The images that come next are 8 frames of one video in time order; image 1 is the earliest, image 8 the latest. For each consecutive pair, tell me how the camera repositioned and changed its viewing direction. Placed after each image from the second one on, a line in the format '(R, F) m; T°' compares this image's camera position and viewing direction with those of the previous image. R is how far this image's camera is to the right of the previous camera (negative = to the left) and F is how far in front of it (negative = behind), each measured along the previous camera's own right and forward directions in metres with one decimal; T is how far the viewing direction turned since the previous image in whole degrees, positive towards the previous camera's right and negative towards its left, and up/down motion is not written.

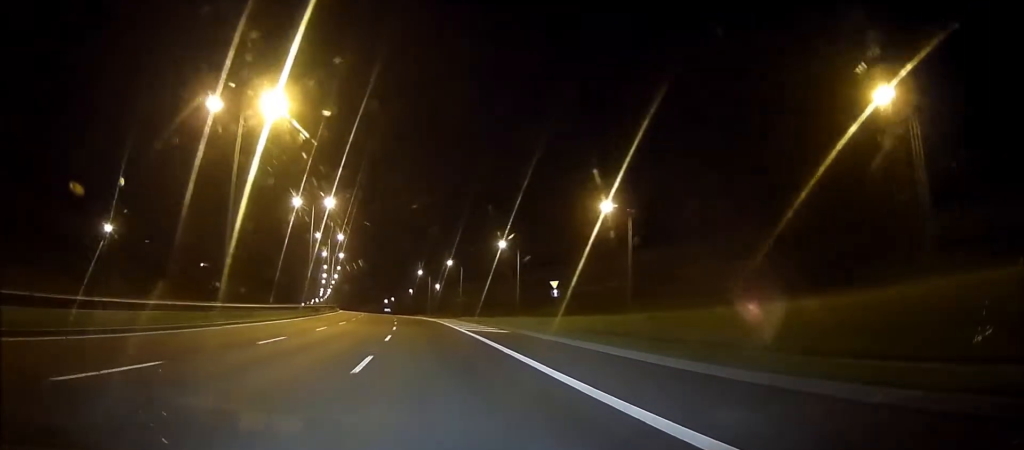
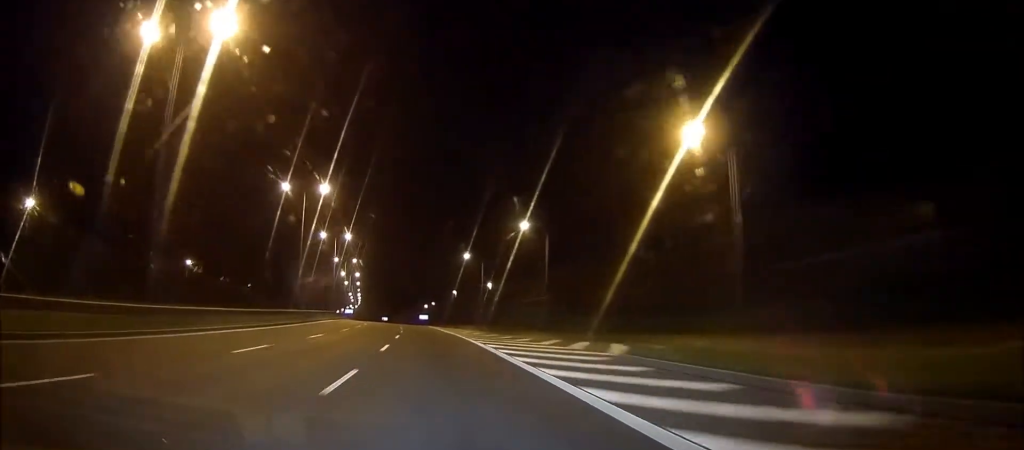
(0.0, +50.8) m; 0°
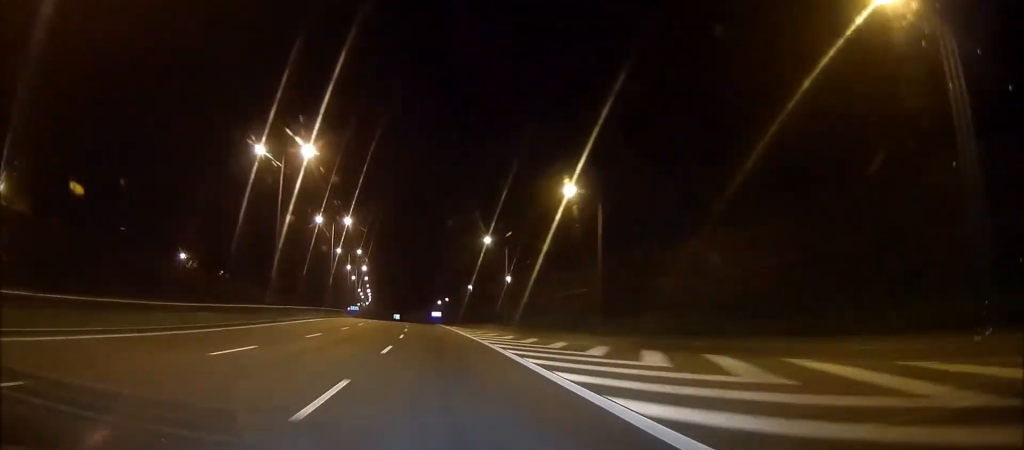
(0.0, +14.4) m; 0°
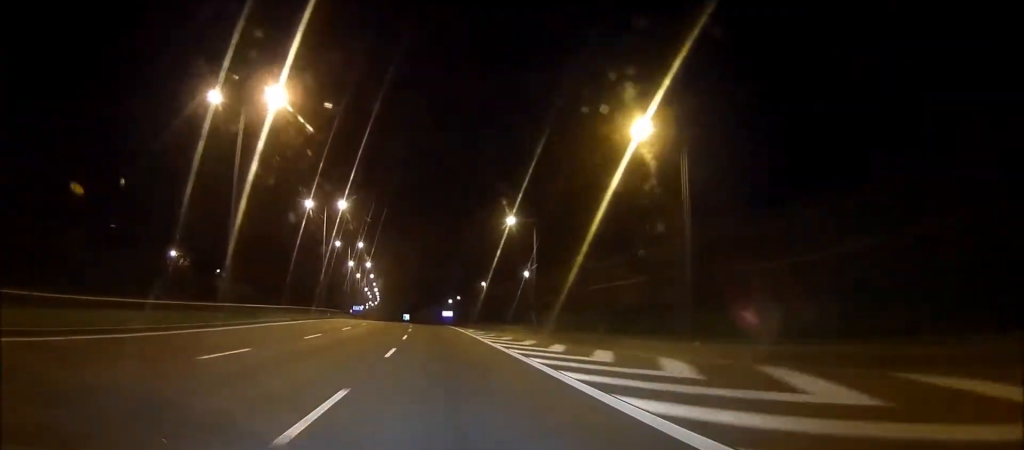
(0.0, +13.4) m; 0°
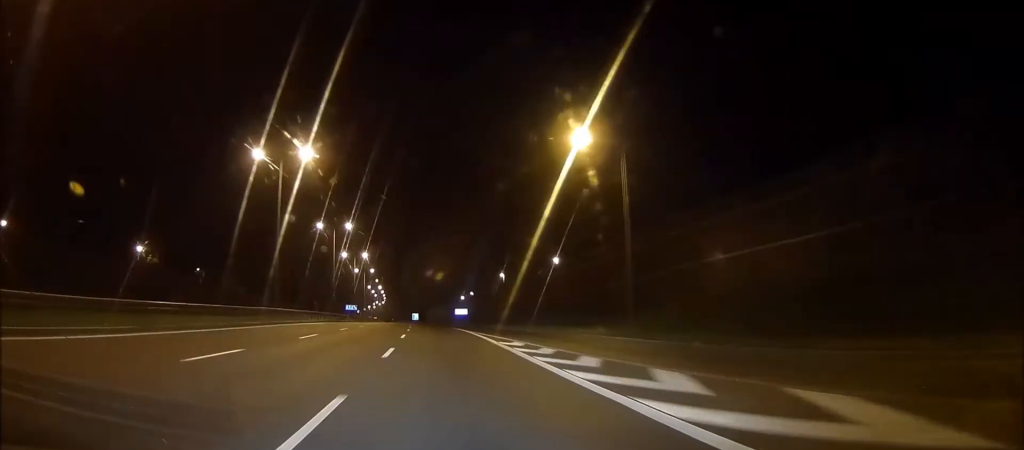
(0.0, +25.0) m; 0°
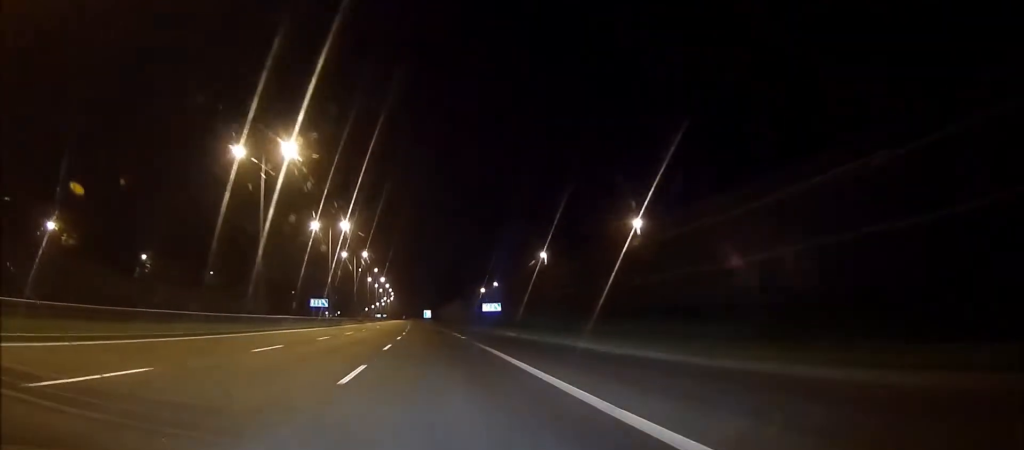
(0.0, +41.4) m; 0°
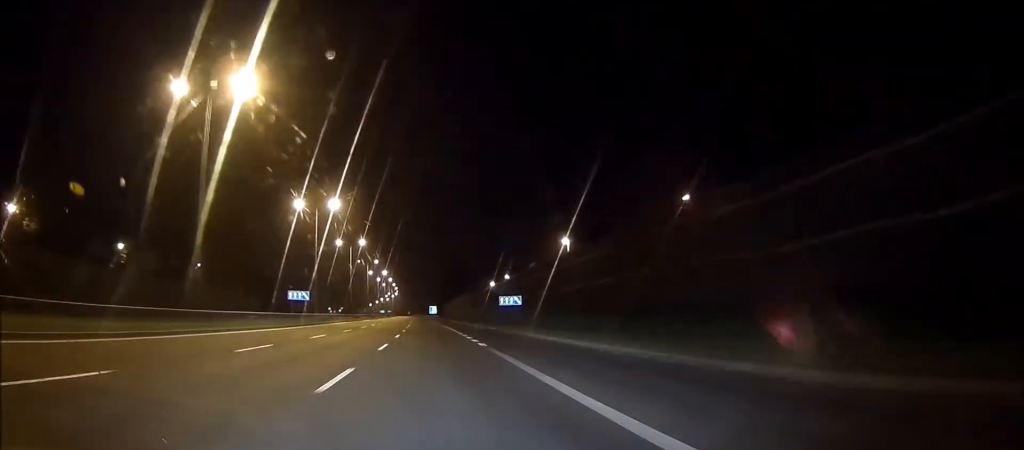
(0.0, +13.5) m; 0°
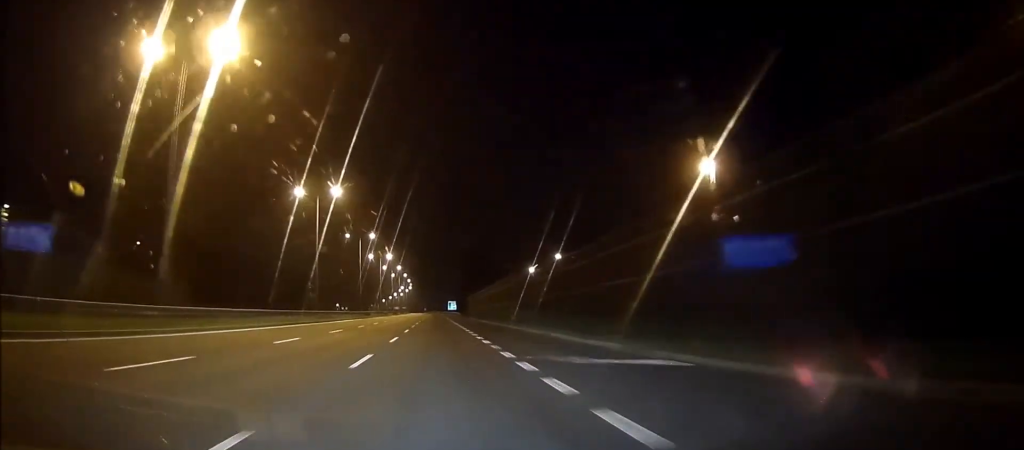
(-1.0, +43.6) m; -3°
